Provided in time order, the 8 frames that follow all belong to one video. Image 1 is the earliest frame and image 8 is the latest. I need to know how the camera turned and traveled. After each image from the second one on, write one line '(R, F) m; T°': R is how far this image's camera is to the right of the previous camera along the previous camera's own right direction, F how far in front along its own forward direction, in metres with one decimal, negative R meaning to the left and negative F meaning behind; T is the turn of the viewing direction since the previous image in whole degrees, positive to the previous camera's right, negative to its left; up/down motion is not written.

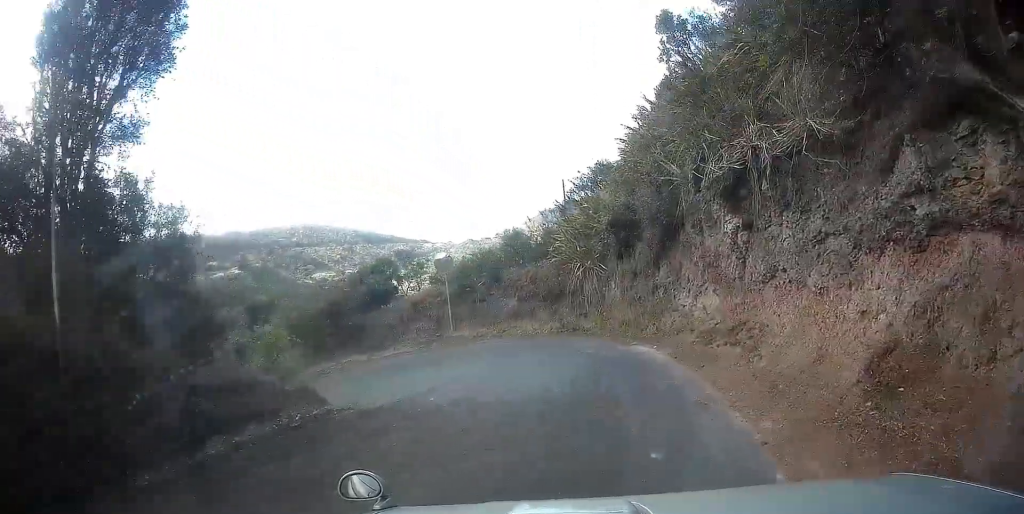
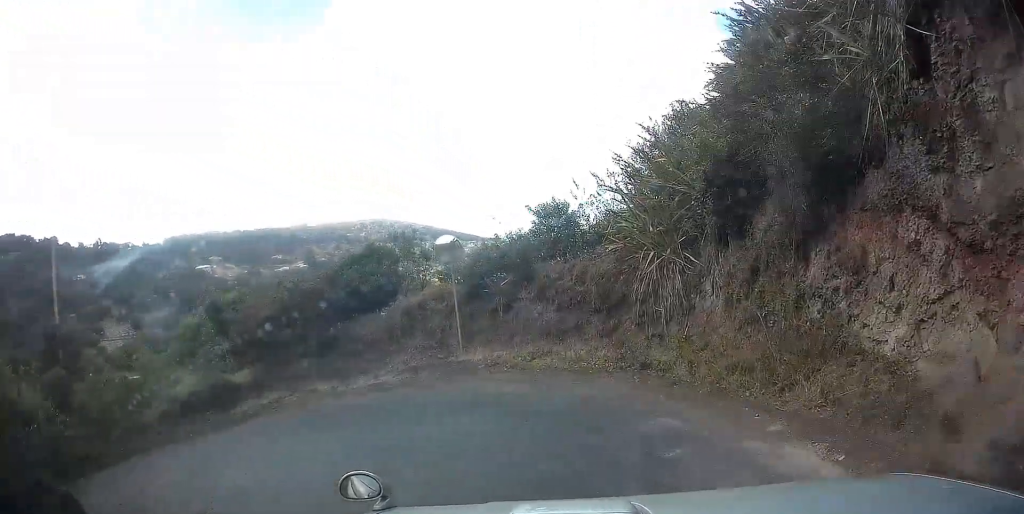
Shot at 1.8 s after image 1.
(-0.4, +7.8) m; -8°
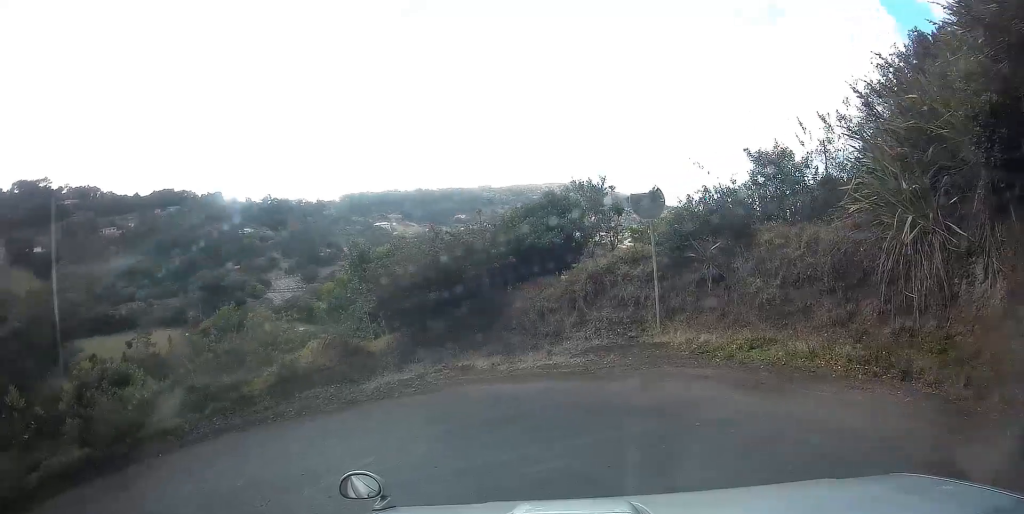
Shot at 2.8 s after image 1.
(-0.2, +2.9) m; -23°
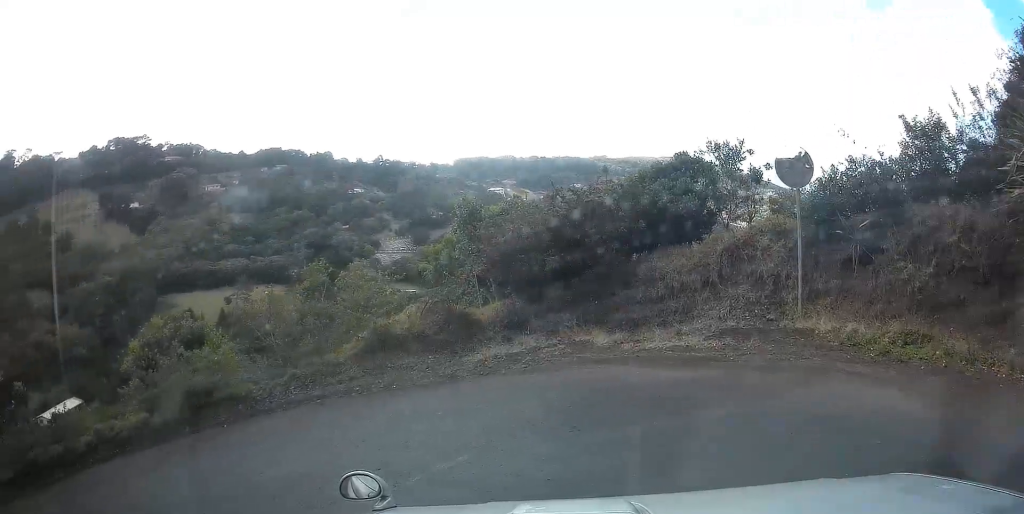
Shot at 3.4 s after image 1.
(-0.4, +1.2) m; -24°
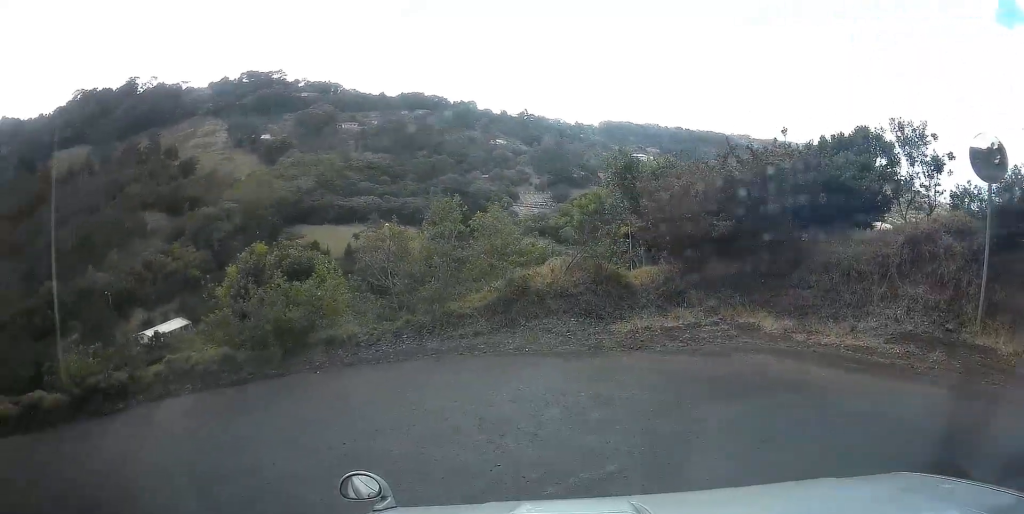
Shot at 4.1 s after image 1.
(-0.4, +1.5) m; -28°
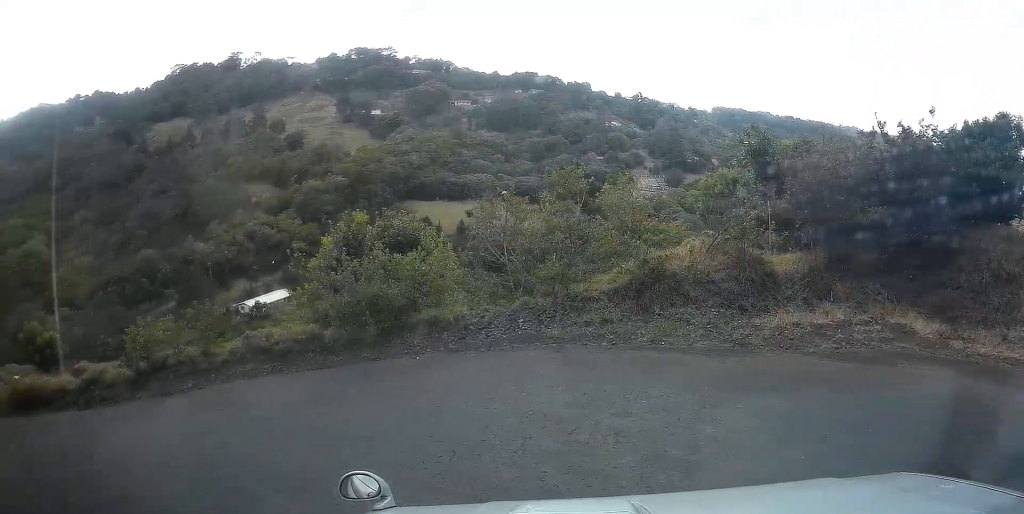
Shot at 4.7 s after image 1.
(-0.2, +1.4) m; -22°
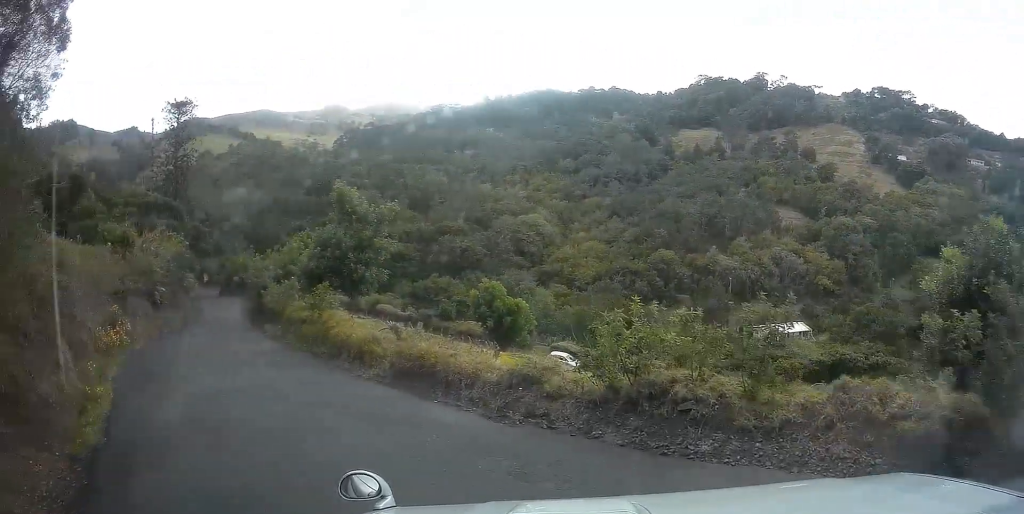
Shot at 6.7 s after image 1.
(-2.2, +4.8) m; -38°
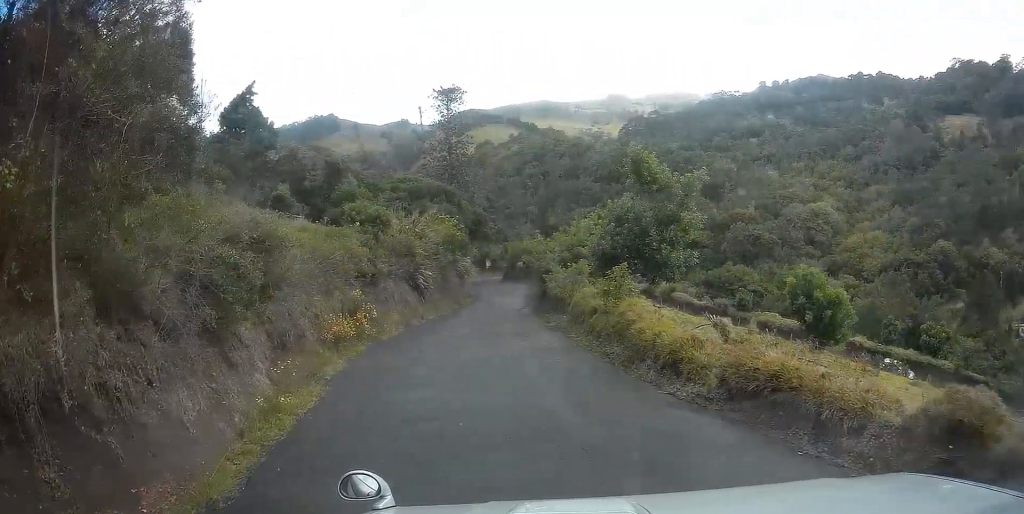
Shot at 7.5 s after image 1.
(-0.2, +3.8) m; -6°
